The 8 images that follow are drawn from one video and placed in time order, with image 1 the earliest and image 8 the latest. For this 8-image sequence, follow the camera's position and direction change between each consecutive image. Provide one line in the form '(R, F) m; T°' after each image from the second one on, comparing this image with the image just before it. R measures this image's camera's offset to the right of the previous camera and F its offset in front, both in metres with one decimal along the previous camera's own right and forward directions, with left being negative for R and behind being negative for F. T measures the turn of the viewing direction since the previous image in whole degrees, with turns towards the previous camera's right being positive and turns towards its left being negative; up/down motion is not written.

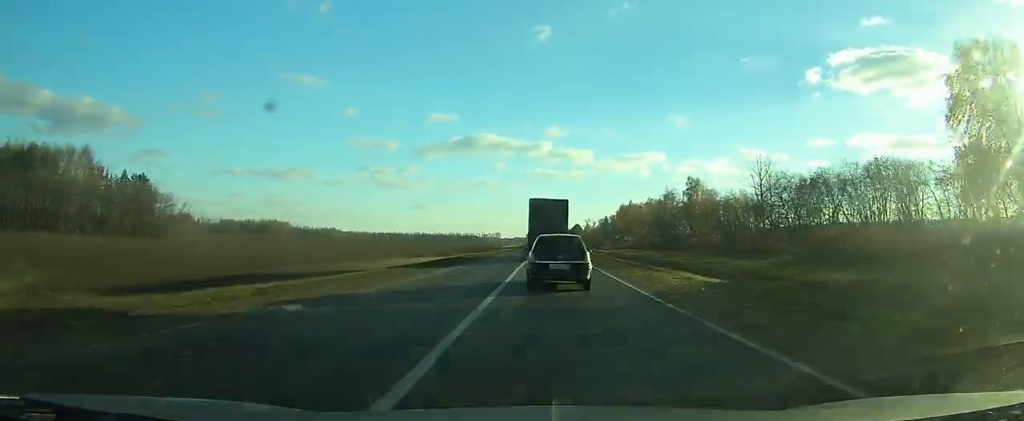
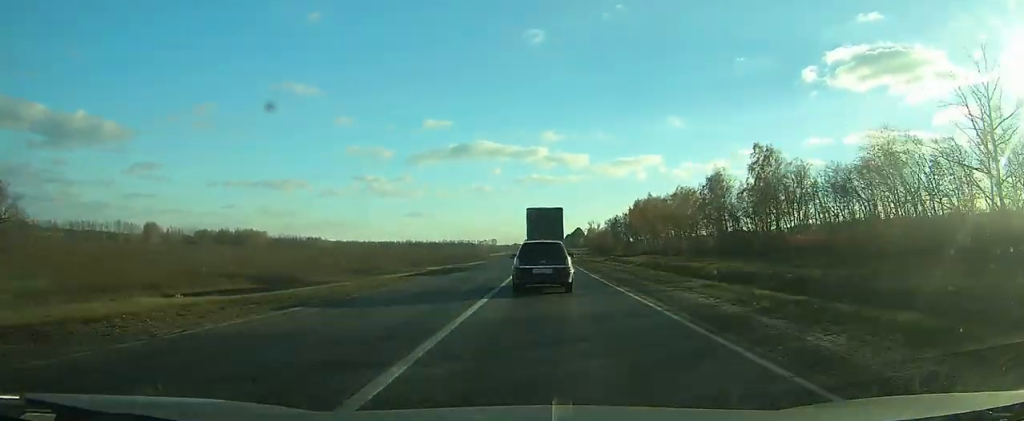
(0.0, +52.7) m; 0°
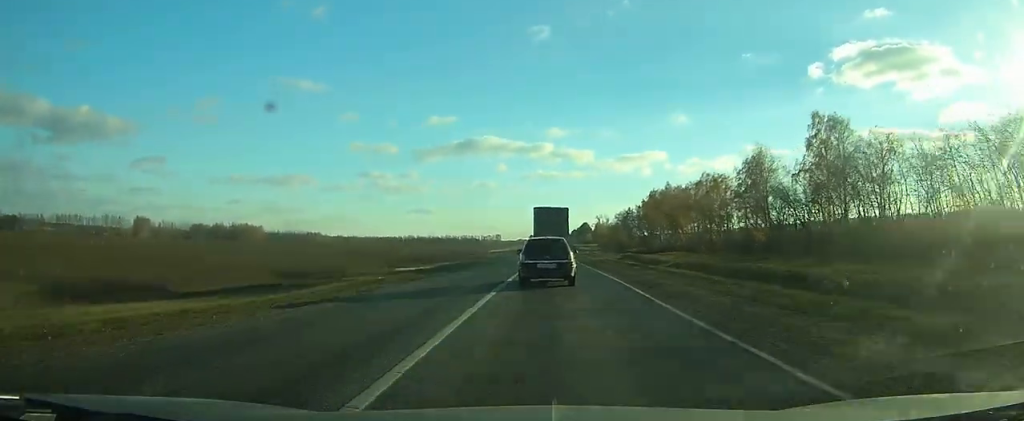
(0.0, +22.2) m; 0°
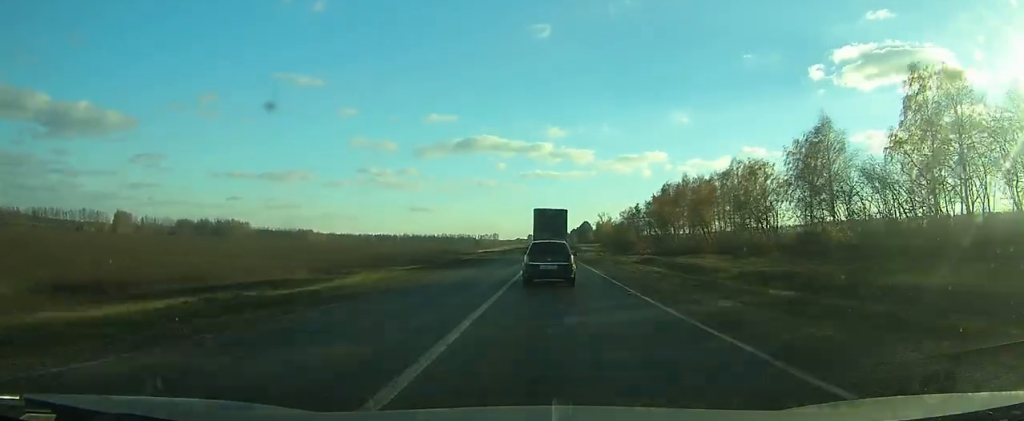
(0.0, +26.8) m; 0°
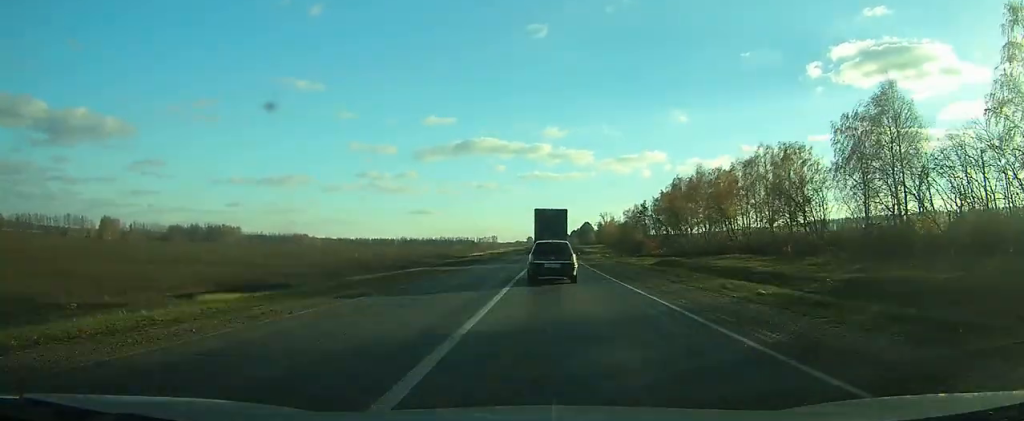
(0.0, +17.7) m; 0°
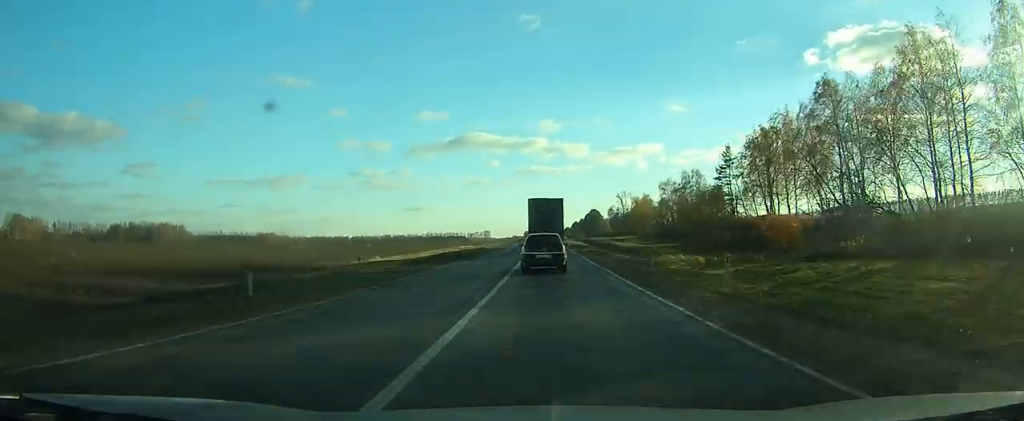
(+0.4, +93.9) m; 0°
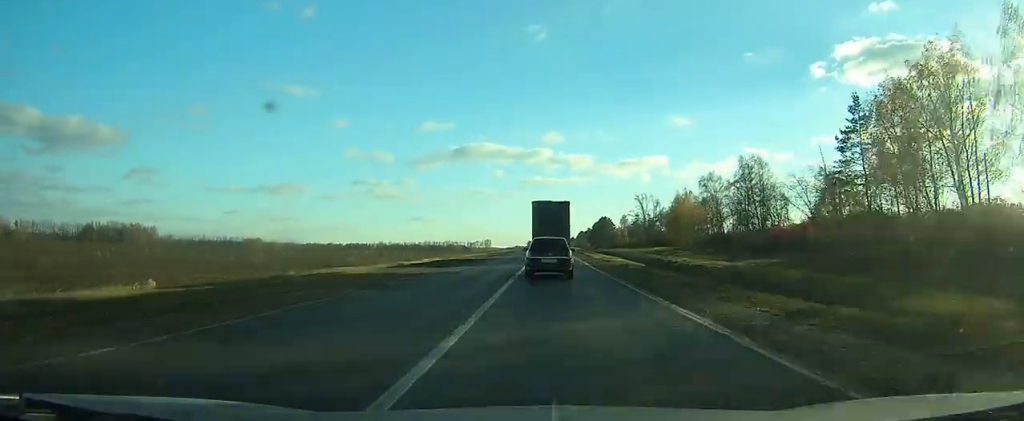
(-0.2, +41.3) m; 0°
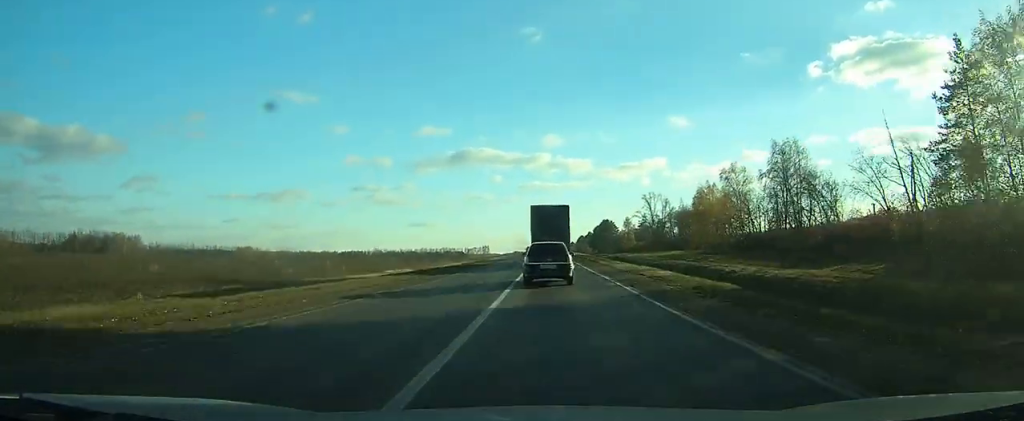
(0.0, +17.2) m; 0°
